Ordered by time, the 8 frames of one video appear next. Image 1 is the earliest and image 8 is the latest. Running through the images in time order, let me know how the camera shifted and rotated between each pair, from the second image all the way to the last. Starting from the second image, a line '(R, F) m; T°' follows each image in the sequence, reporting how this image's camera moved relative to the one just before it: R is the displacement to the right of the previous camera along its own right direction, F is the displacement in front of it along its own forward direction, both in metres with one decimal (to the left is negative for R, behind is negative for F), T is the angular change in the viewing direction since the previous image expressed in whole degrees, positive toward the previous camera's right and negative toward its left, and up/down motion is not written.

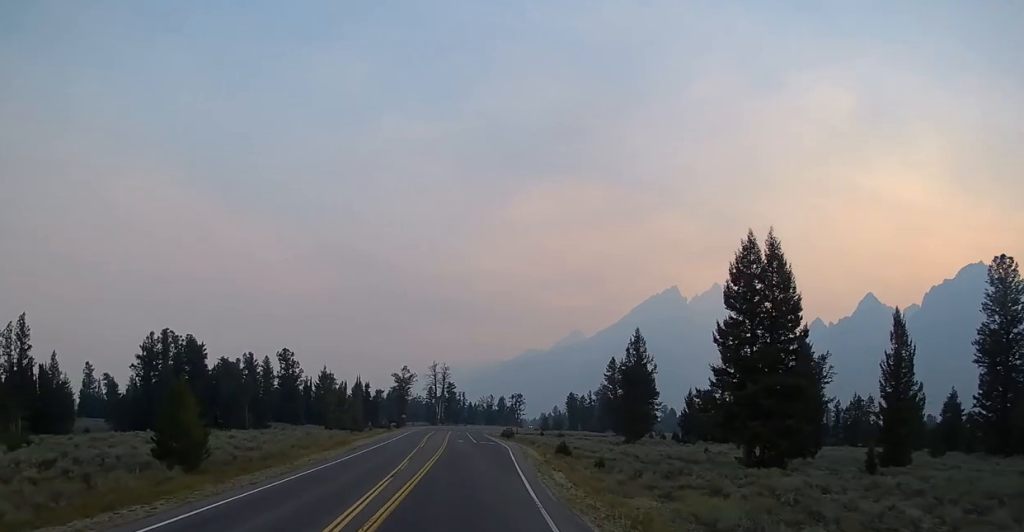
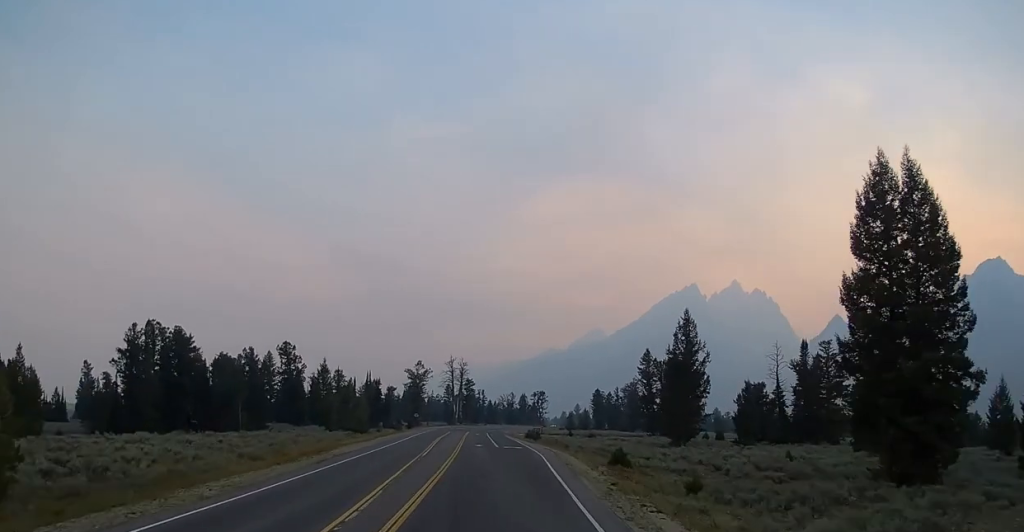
(0.0, +17.0) m; 0°
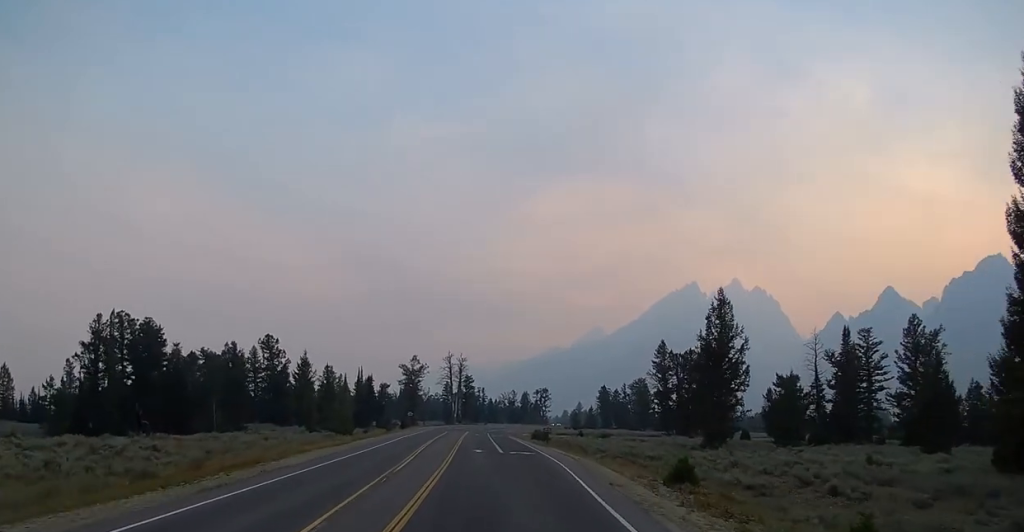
(+0.1, +14.3) m; 0°
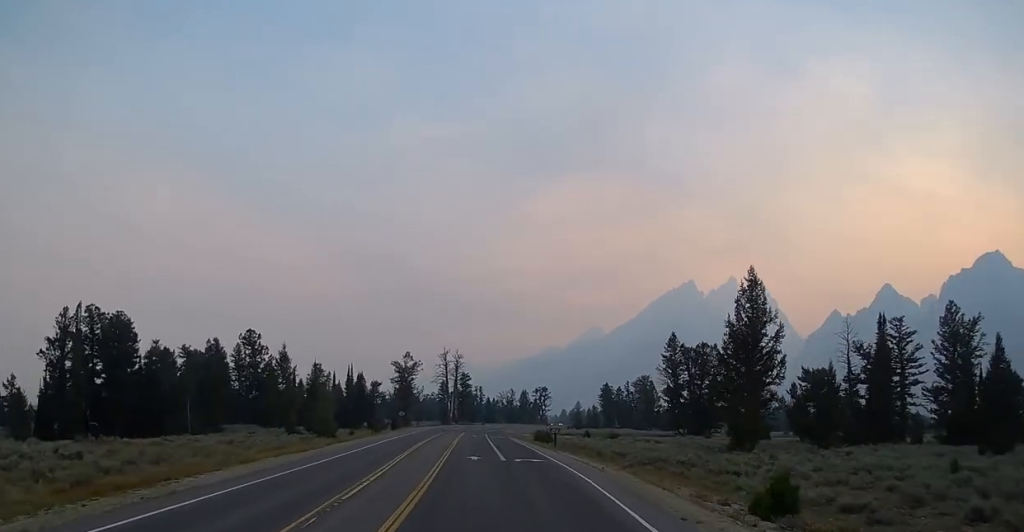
(-0.2, +10.1) m; -1°
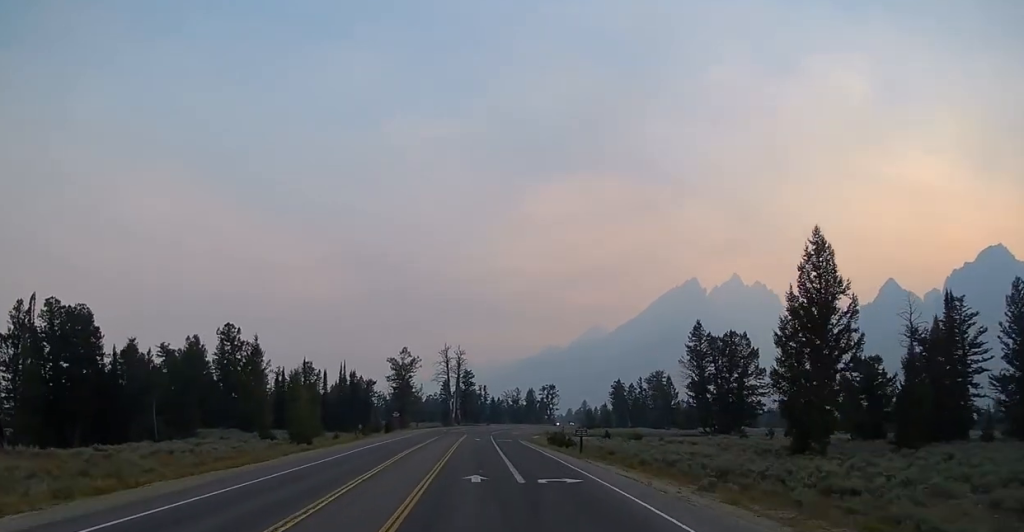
(-0.1, +14.0) m; -1°
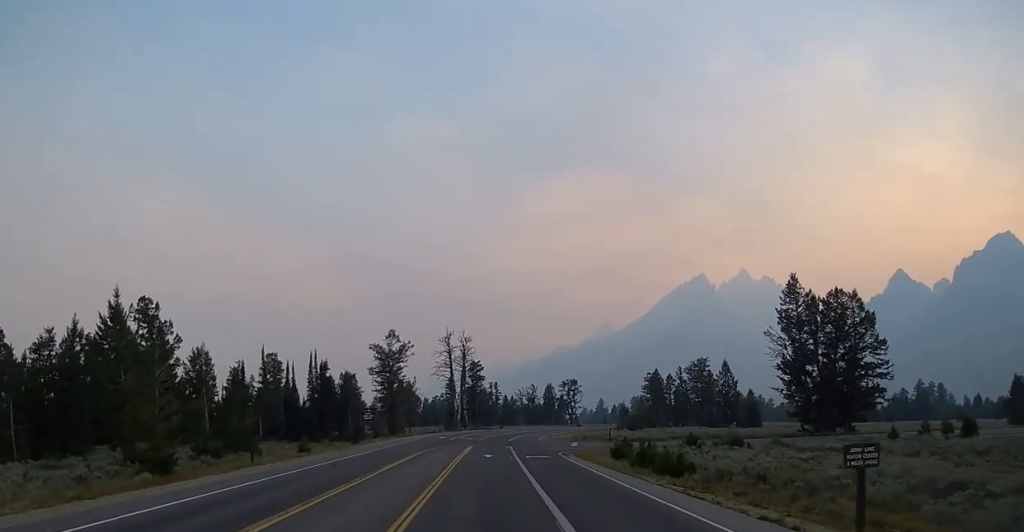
(-0.4, +35.4) m; -1°
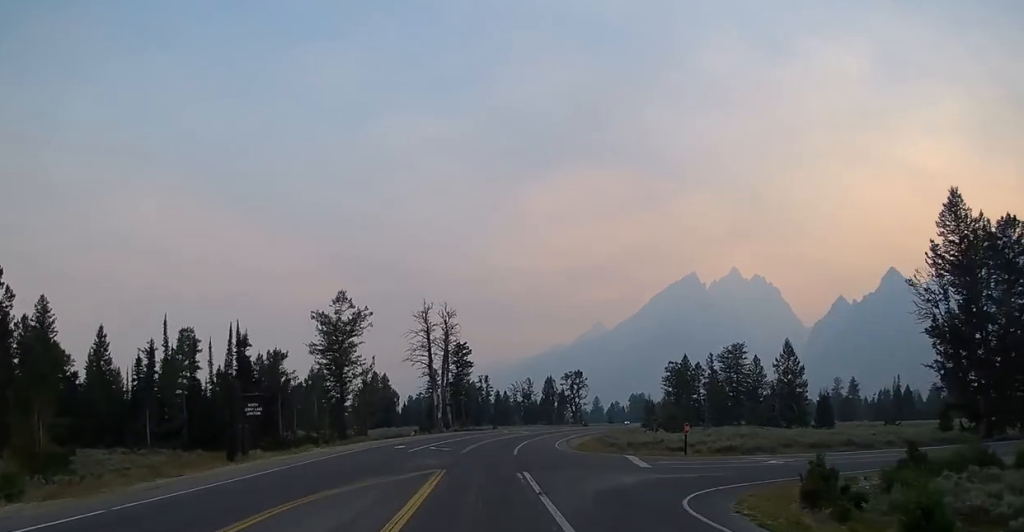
(+0.4, +36.0) m; +2°
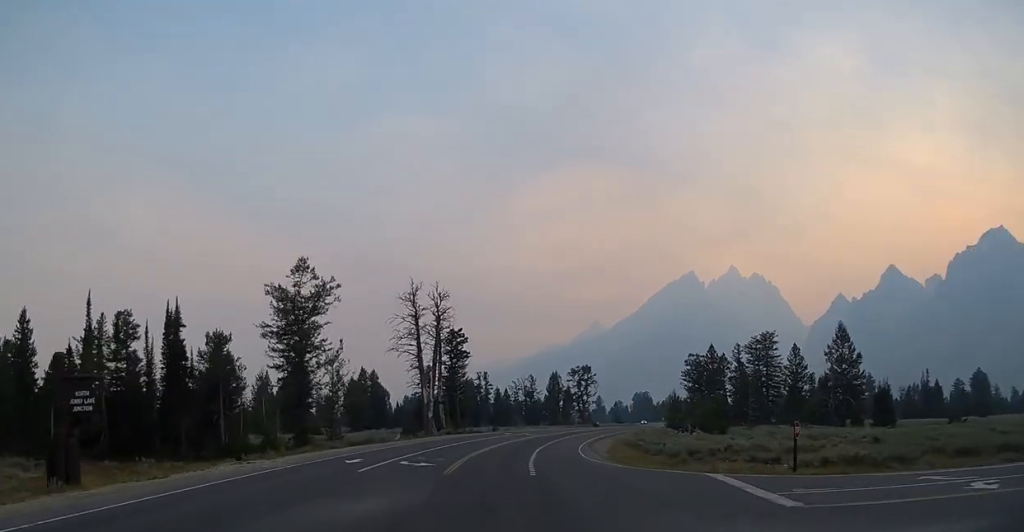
(0.0, +18.0) m; +1°
